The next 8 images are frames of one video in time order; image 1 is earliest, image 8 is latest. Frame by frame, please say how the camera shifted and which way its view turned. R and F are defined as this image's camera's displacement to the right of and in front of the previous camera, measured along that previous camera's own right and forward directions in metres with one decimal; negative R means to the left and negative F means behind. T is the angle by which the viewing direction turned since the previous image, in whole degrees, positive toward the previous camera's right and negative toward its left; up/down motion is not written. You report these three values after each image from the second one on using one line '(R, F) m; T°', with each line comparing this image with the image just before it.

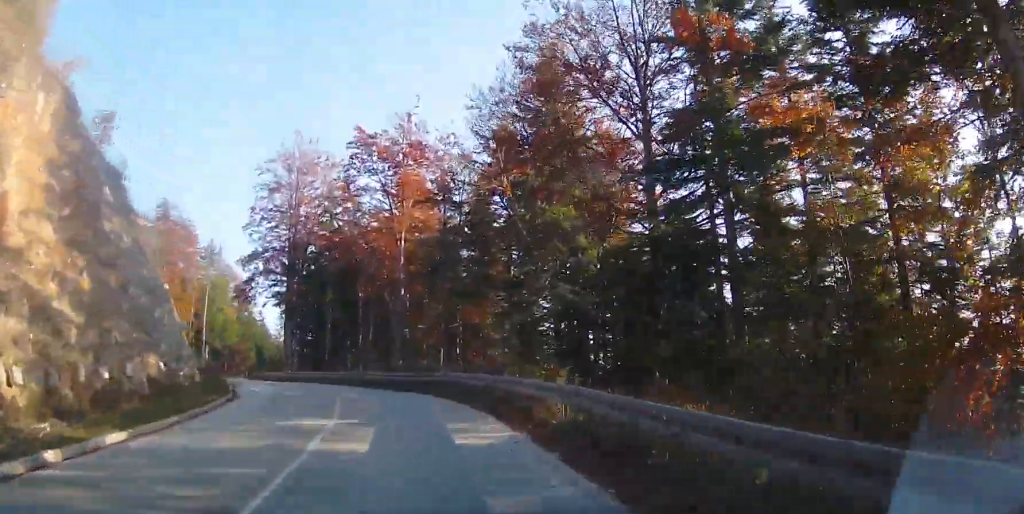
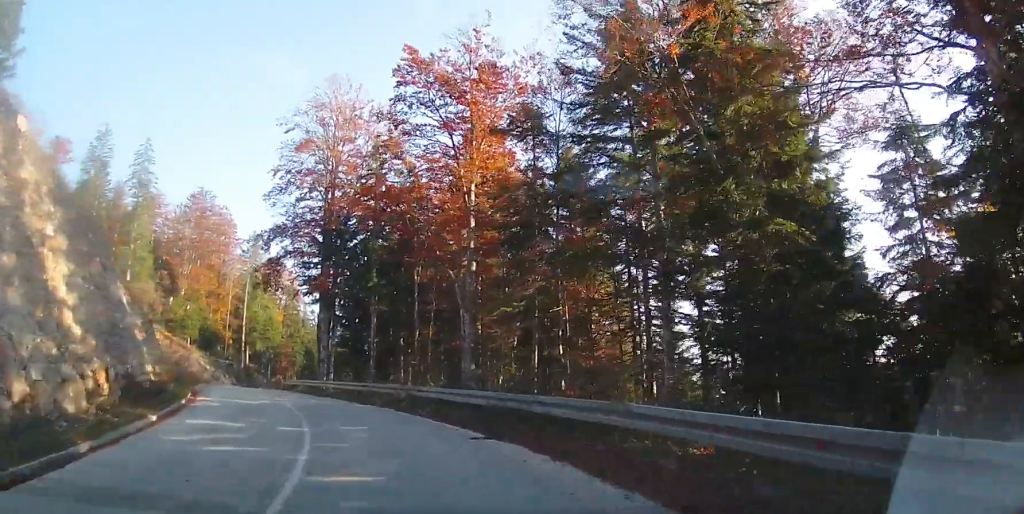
(-0.3, +14.4) m; -4°
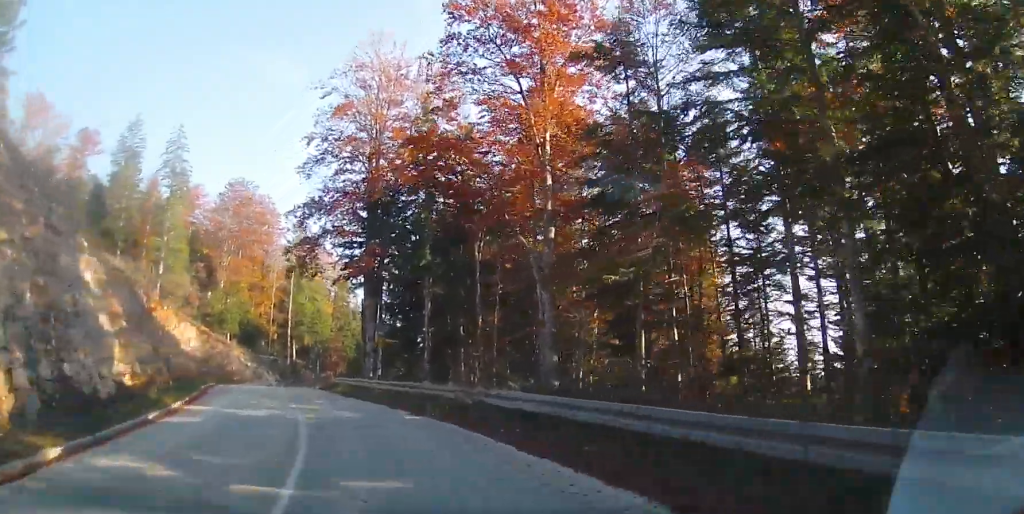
(+0.1, +6.9) m; -3°
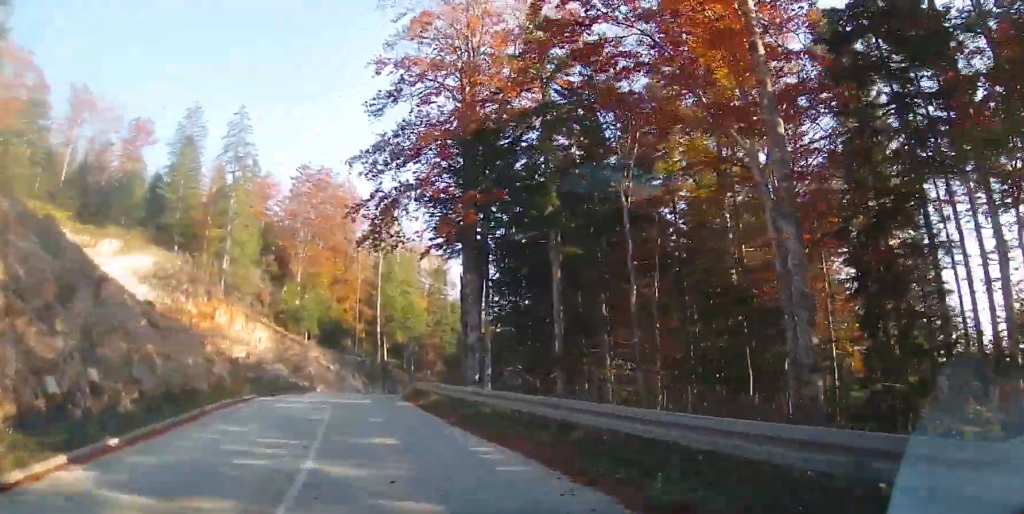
(-0.9, +11.2) m; -8°
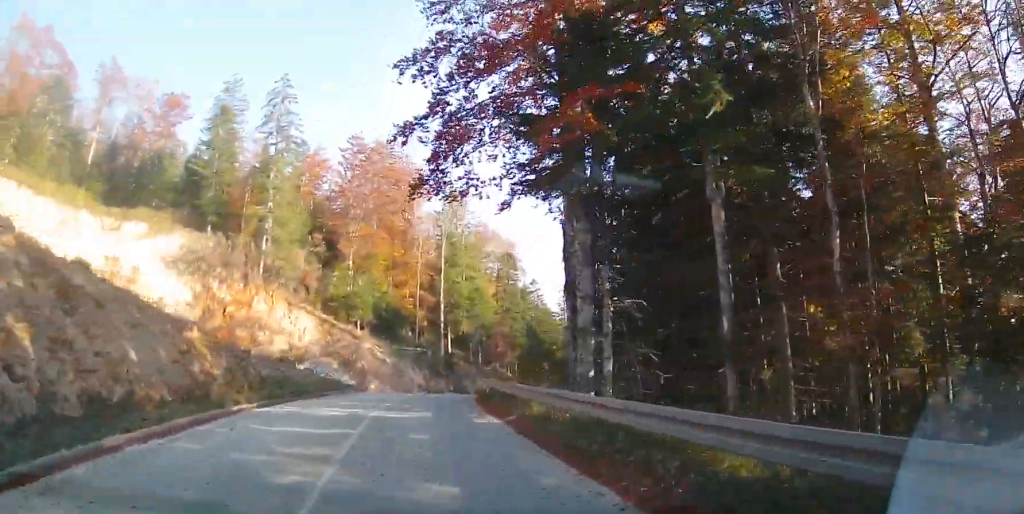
(-0.7, +9.3) m; -3°
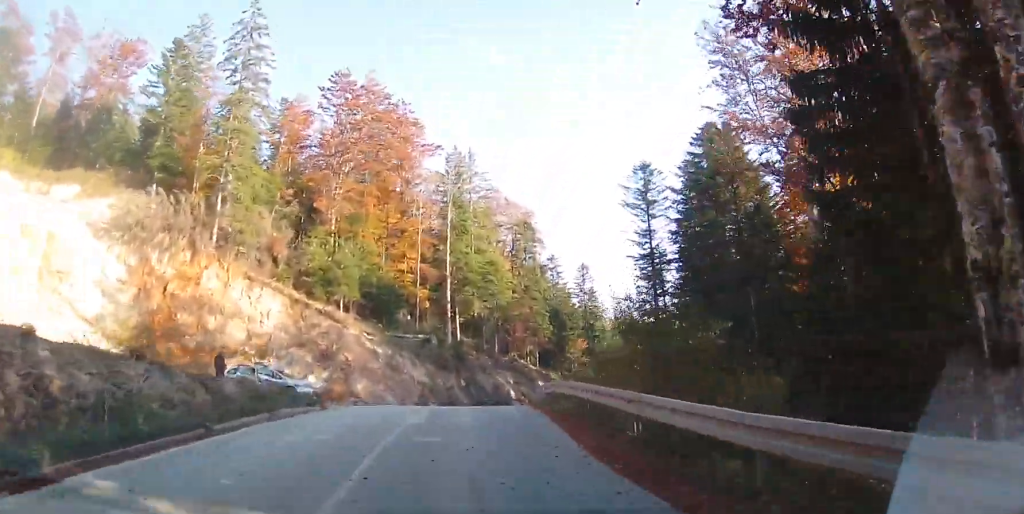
(-0.4, +15.6) m; -3°
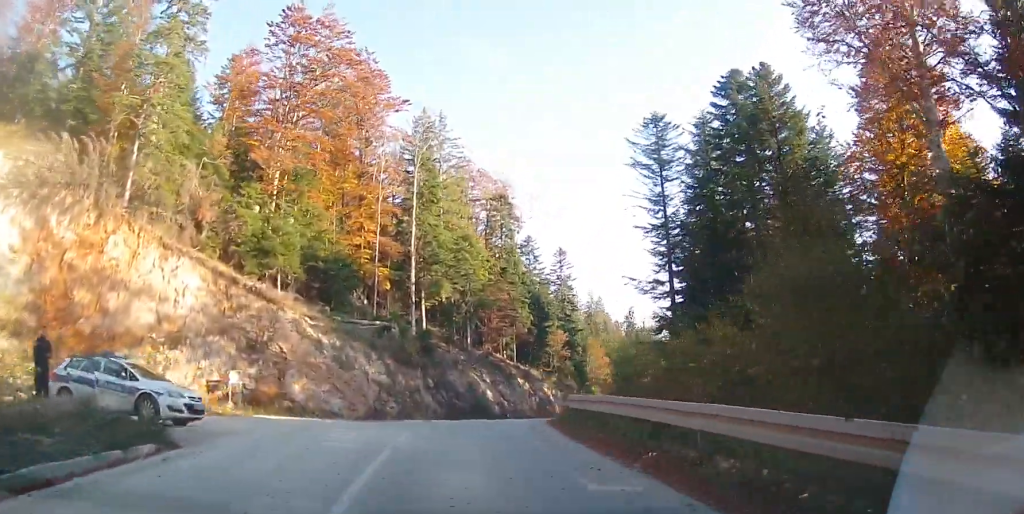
(-0.4, +10.7) m; -1°
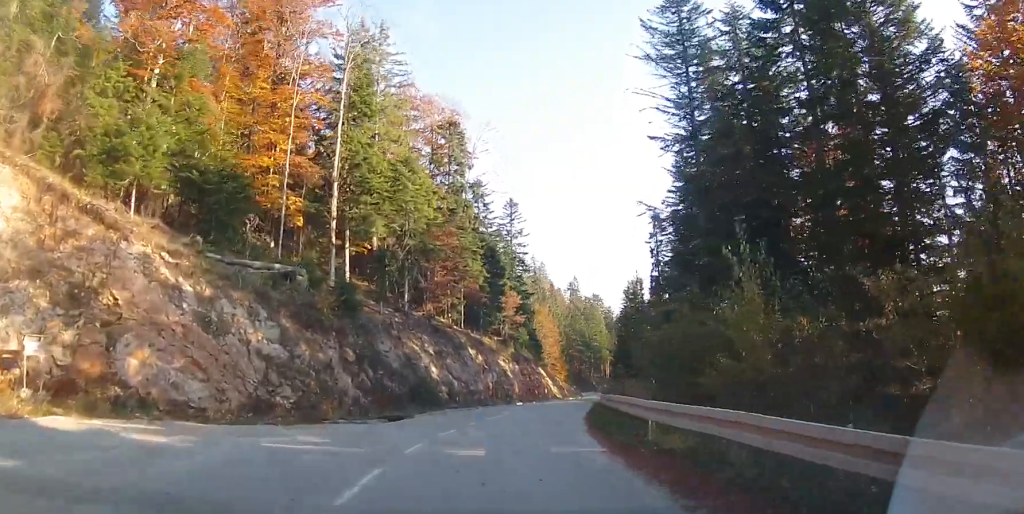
(+0.3, +13.6) m; +13°
